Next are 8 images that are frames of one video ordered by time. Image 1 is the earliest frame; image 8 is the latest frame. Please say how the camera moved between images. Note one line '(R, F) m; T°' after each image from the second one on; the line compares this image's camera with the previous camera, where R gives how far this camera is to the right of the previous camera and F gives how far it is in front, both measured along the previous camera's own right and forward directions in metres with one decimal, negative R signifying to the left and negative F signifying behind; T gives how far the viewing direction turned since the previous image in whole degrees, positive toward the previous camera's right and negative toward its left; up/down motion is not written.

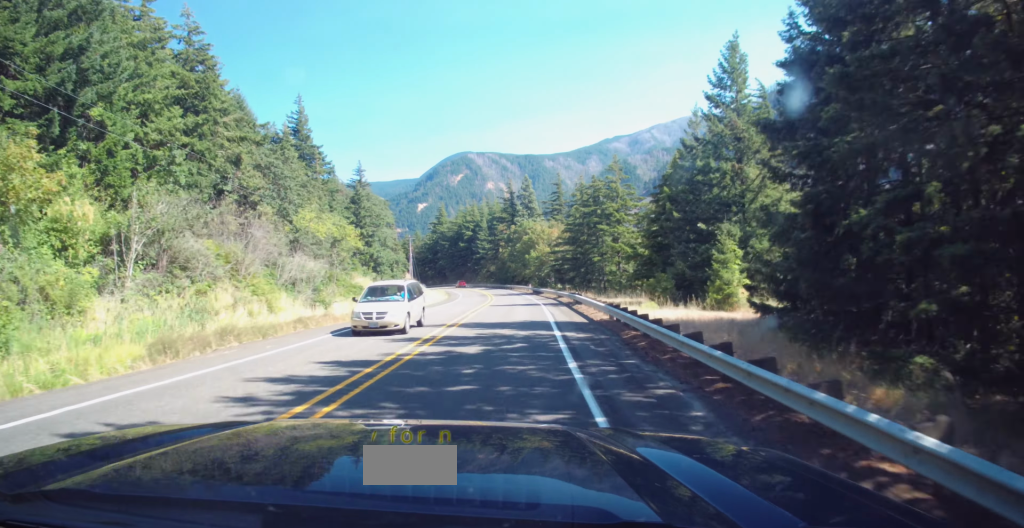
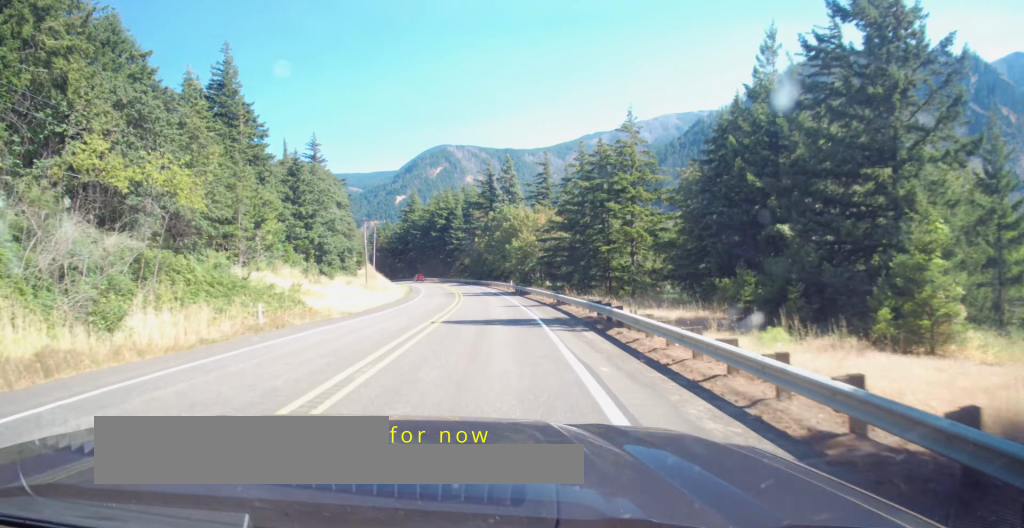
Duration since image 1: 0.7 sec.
(+0.6, +18.6) m; +2°
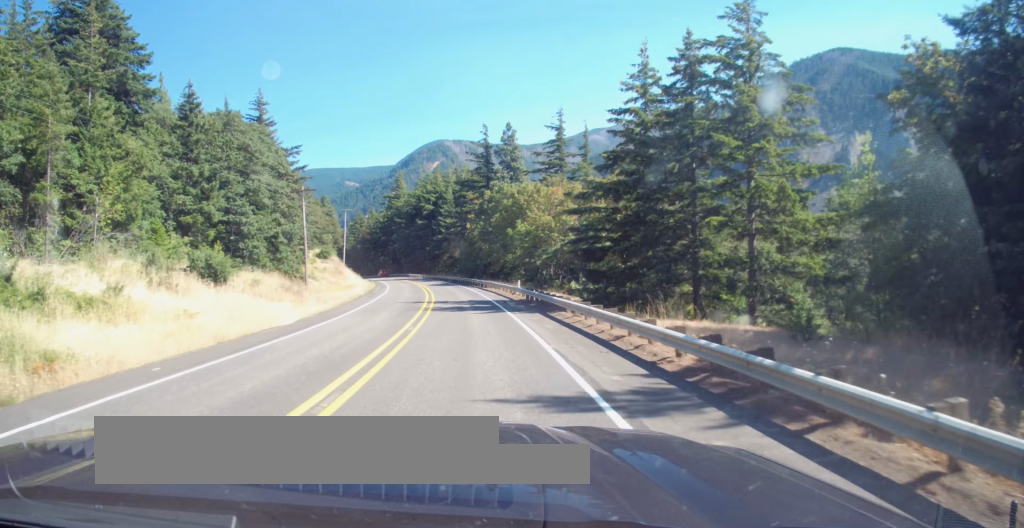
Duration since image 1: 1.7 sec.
(0.0, +26.4) m; -1°
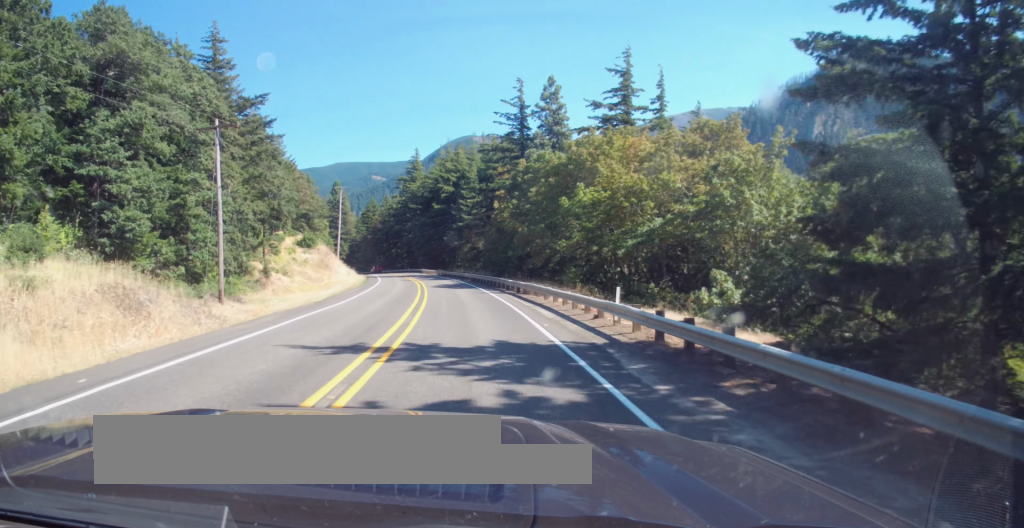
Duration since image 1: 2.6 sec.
(-0.2, +24.5) m; -2°
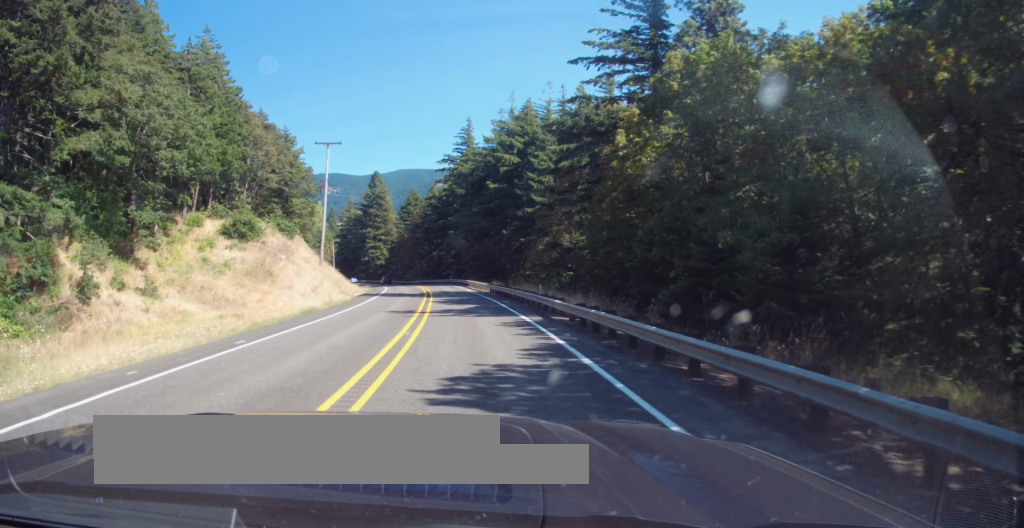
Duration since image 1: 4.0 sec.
(-1.8, +39.6) m; -4°
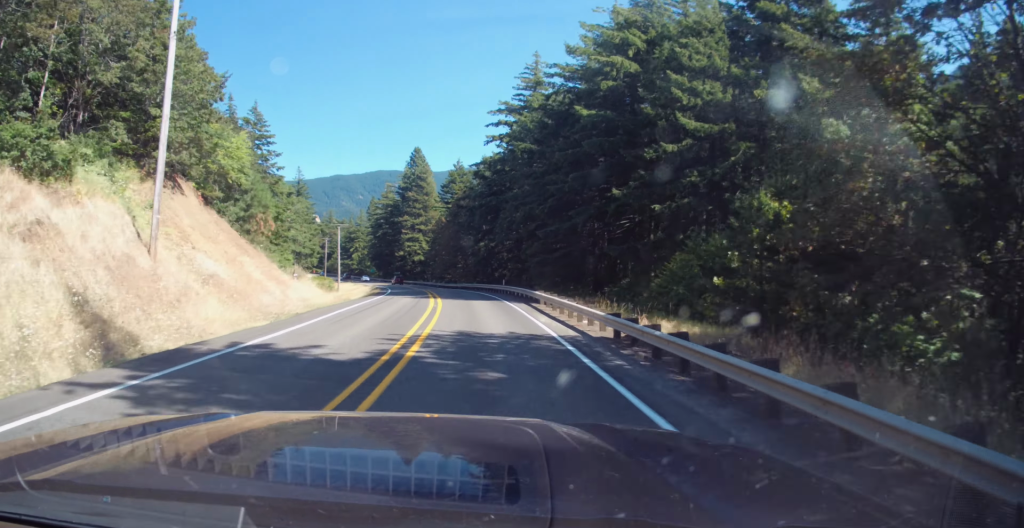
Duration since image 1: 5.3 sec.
(-1.1, +35.9) m; -4°
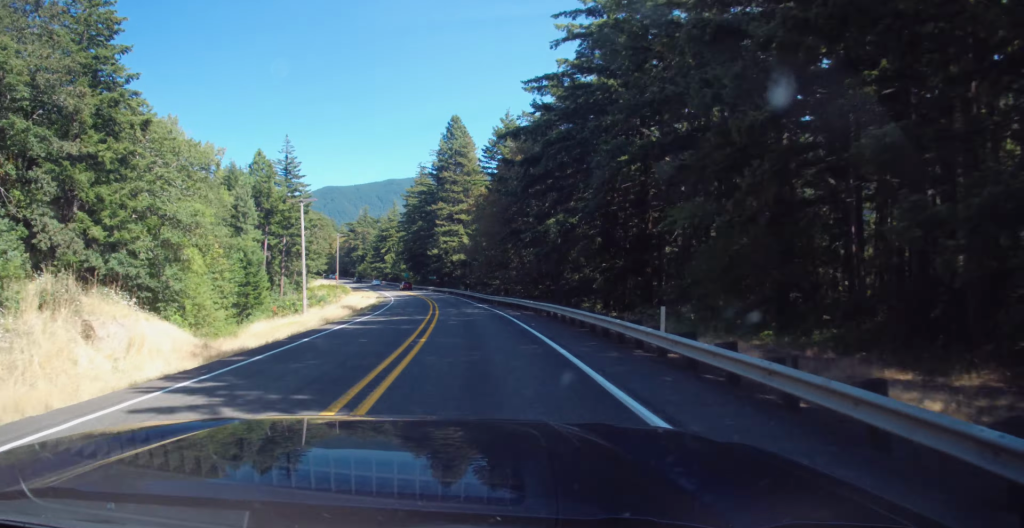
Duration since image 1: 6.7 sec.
(-1.5, +36.1) m; -5°
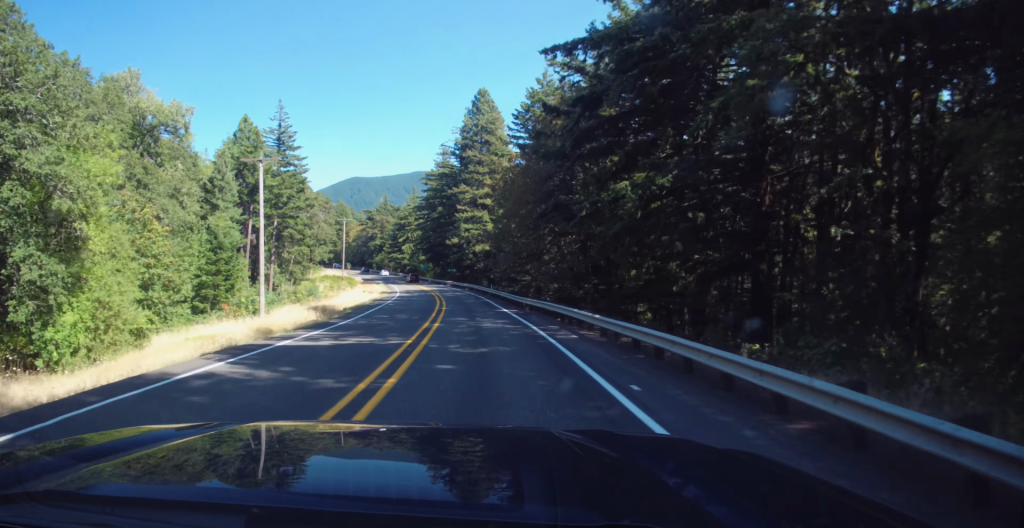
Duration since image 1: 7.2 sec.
(-0.5, +15.0) m; -2°
